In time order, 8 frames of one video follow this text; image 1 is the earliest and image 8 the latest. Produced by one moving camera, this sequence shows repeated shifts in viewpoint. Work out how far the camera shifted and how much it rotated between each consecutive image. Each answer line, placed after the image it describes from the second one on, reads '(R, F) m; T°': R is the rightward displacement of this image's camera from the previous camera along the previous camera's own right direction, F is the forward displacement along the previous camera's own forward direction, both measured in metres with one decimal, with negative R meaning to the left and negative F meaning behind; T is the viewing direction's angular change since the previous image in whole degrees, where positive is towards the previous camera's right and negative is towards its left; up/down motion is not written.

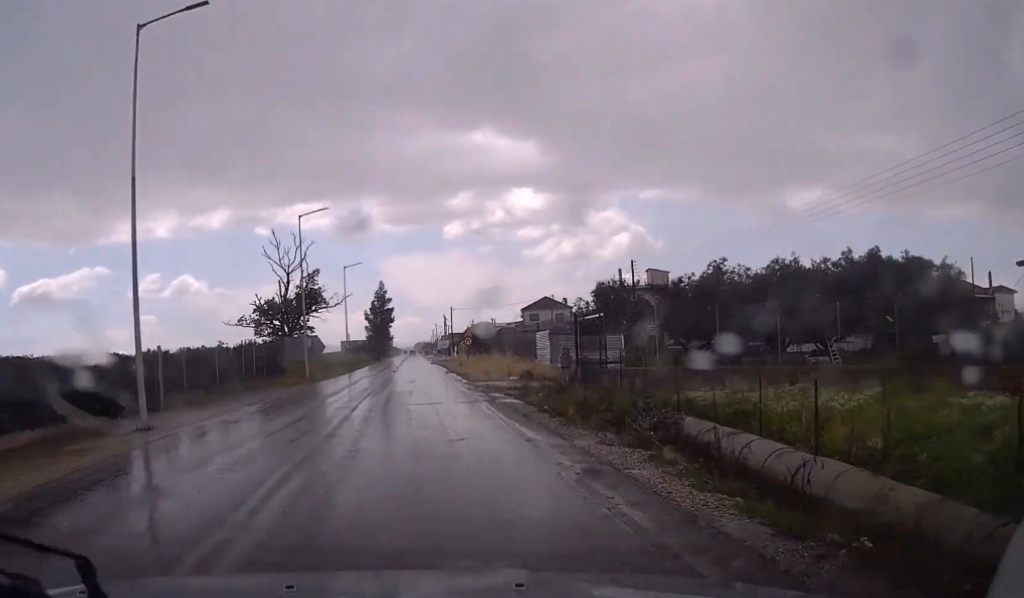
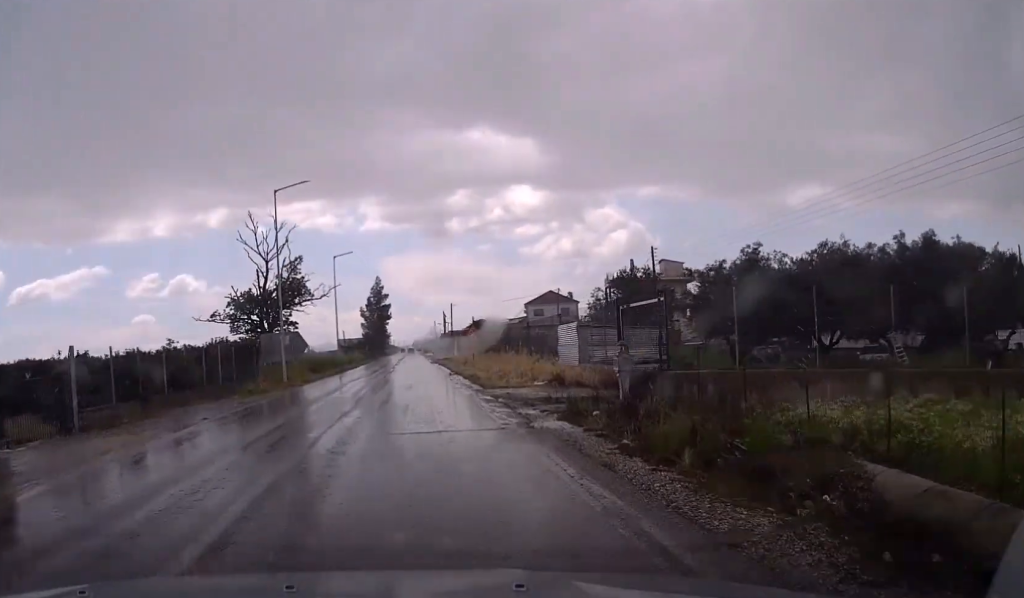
(0.0, +6.5) m; 0°
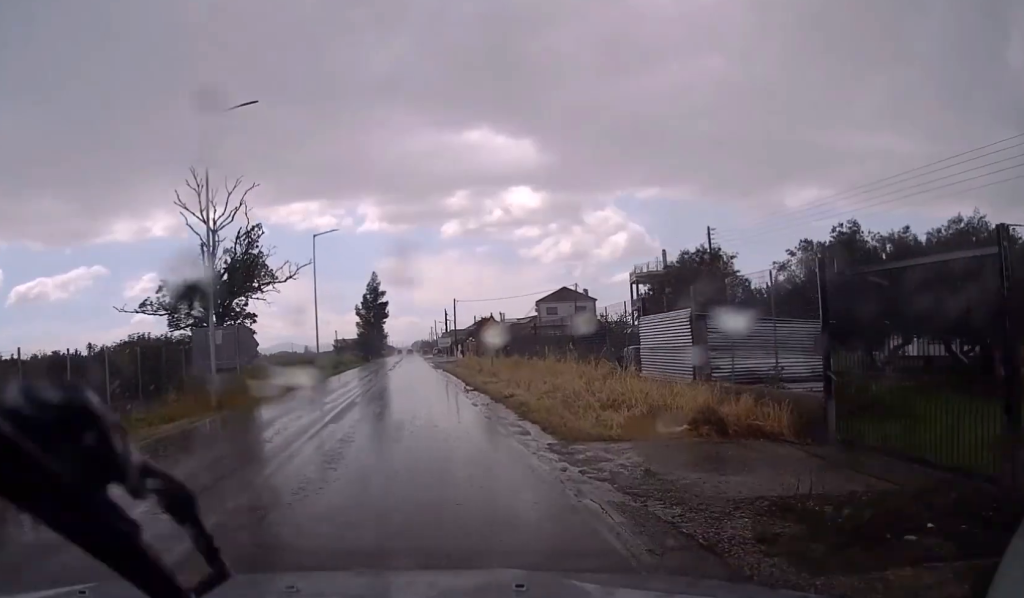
(0.0, +12.5) m; 0°
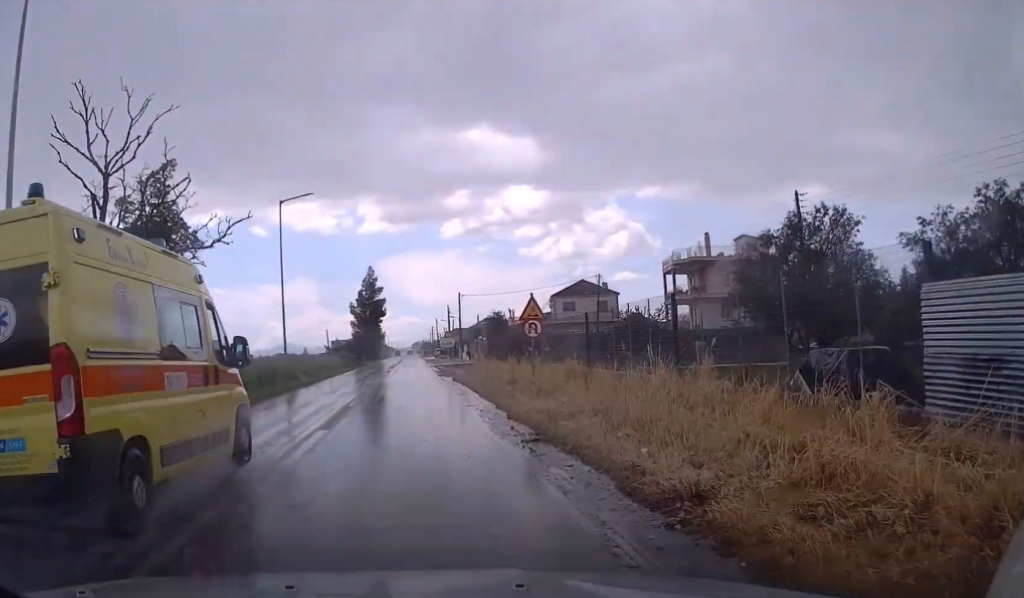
(0.0, +12.1) m; 0°
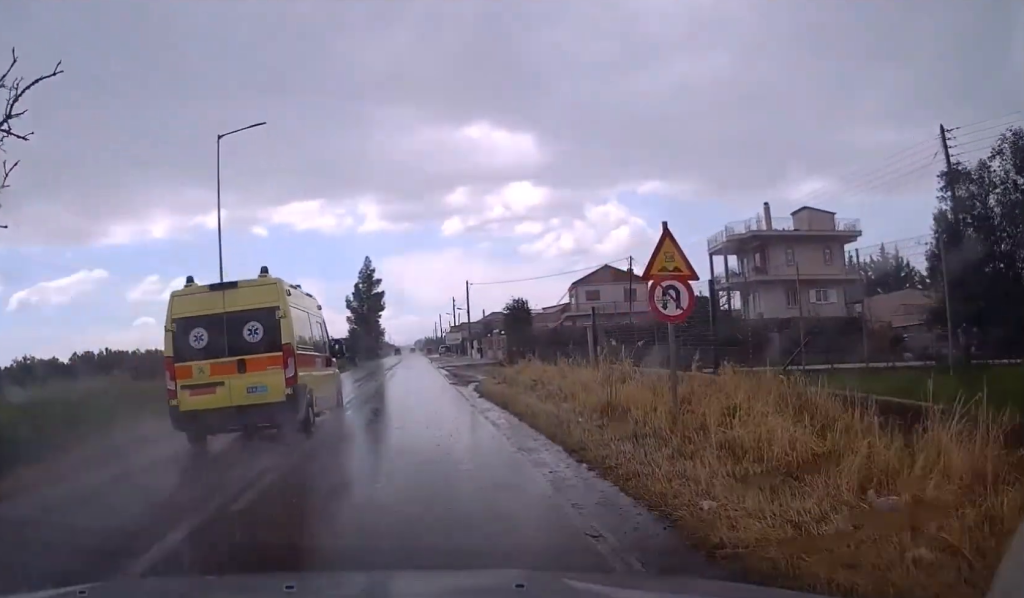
(0.0, +12.2) m; 0°
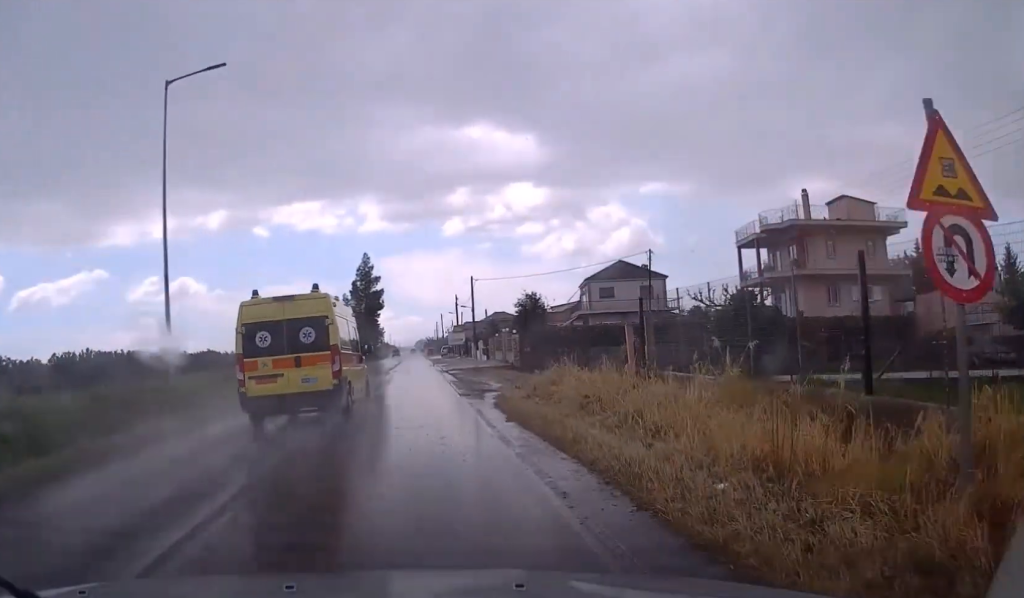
(0.0, +6.2) m; 0°
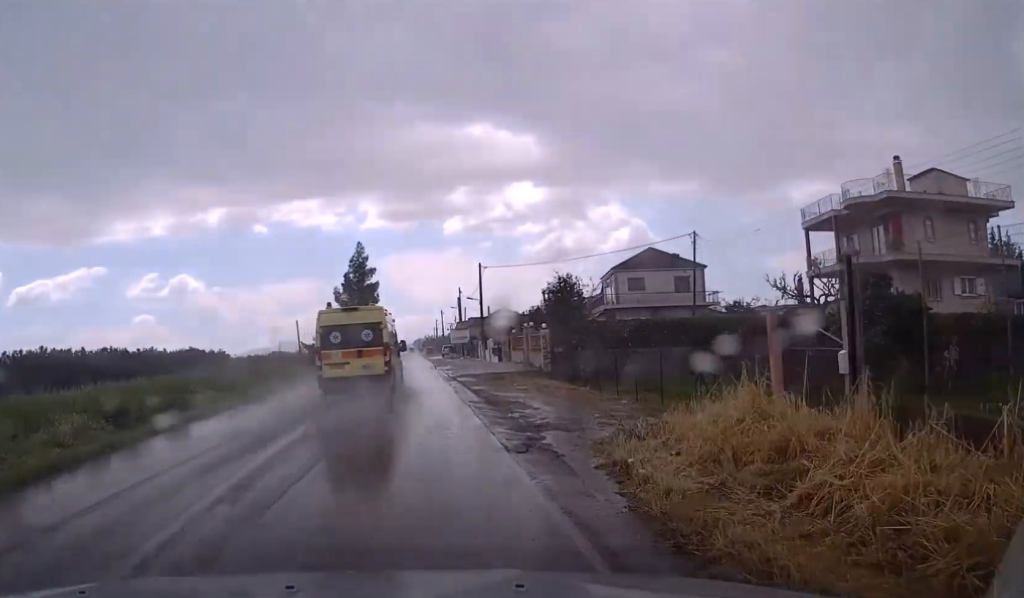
(0.0, +11.1) m; 0°
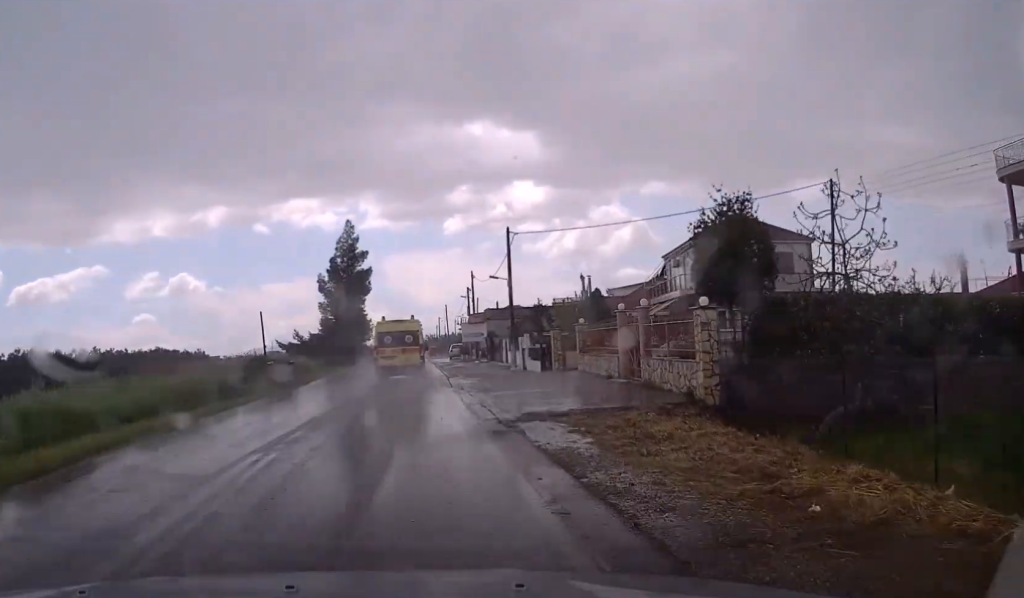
(+0.2, +19.7) m; 0°
